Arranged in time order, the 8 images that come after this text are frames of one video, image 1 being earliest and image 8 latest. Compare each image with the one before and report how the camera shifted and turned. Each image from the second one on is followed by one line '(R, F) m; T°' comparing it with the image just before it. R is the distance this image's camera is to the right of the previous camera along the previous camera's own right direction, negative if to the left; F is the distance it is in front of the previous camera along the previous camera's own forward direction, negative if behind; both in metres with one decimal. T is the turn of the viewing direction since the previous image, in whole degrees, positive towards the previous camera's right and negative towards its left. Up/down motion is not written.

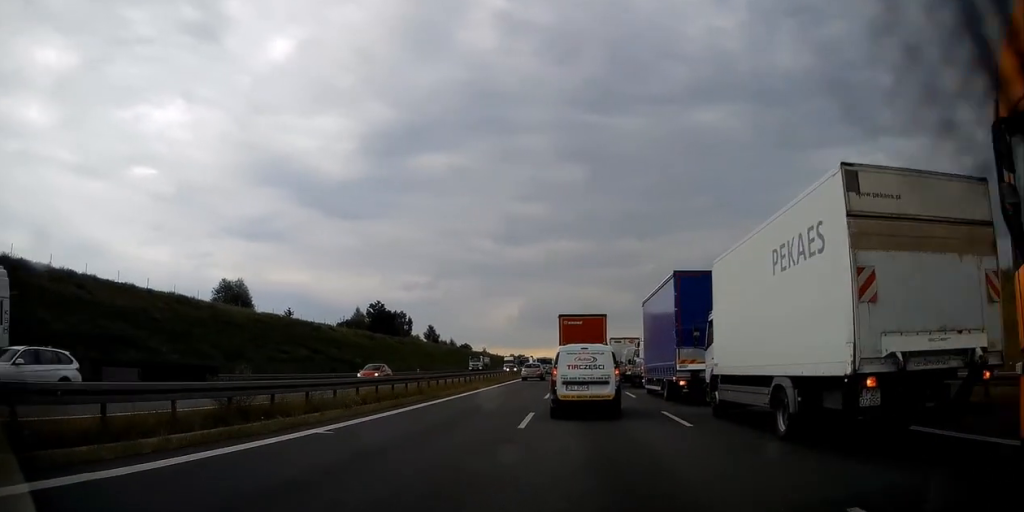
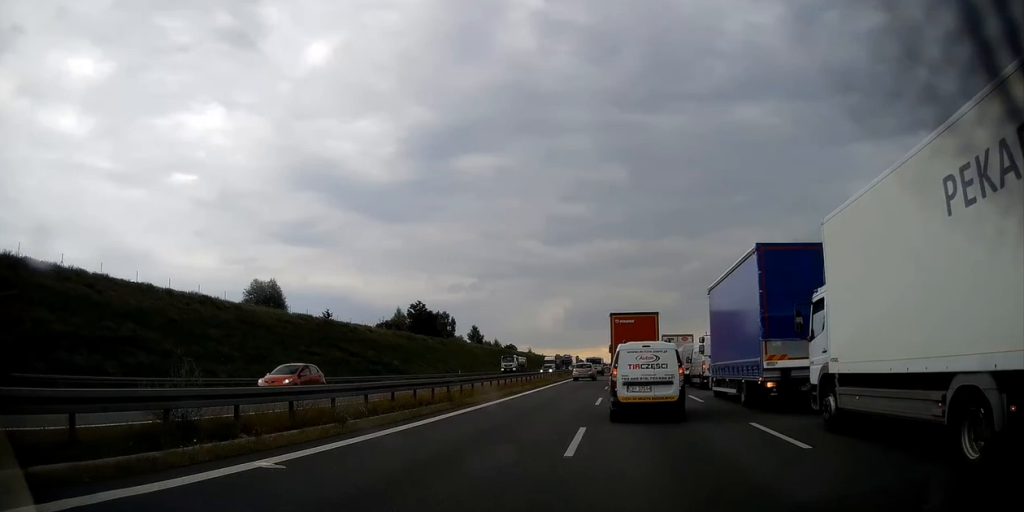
(-0.2, +4.3) m; -1°
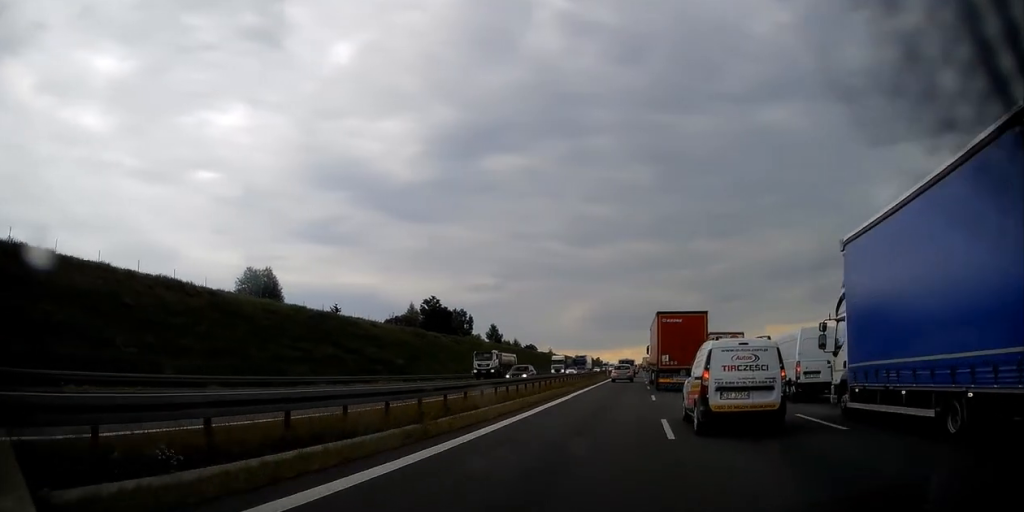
(-0.3, +9.7) m; -1°
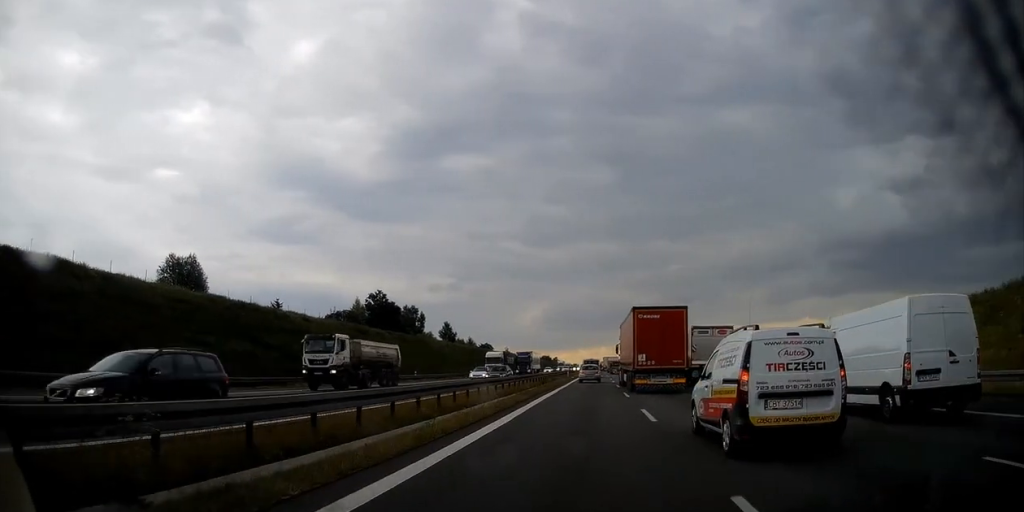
(+0.1, +9.0) m; +2°
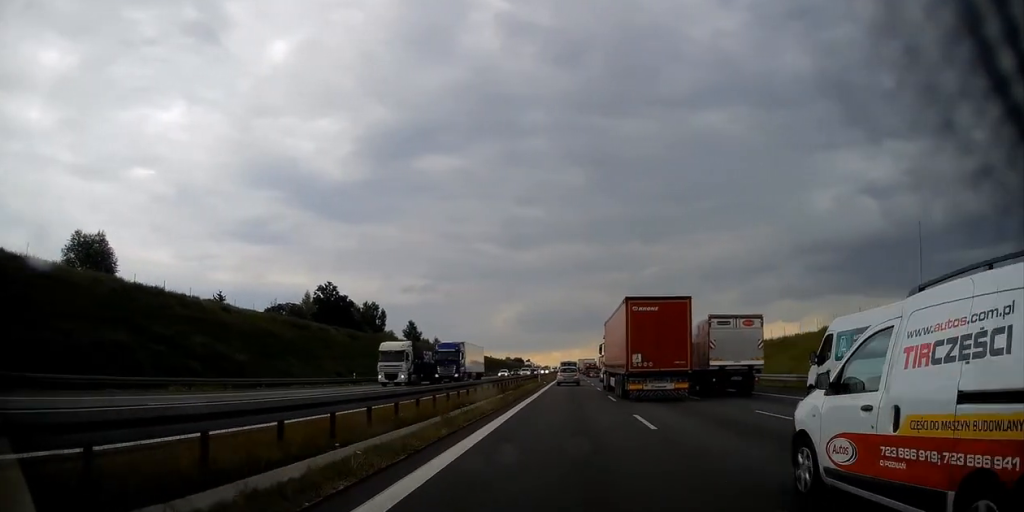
(+0.5, +12.1) m; +3°
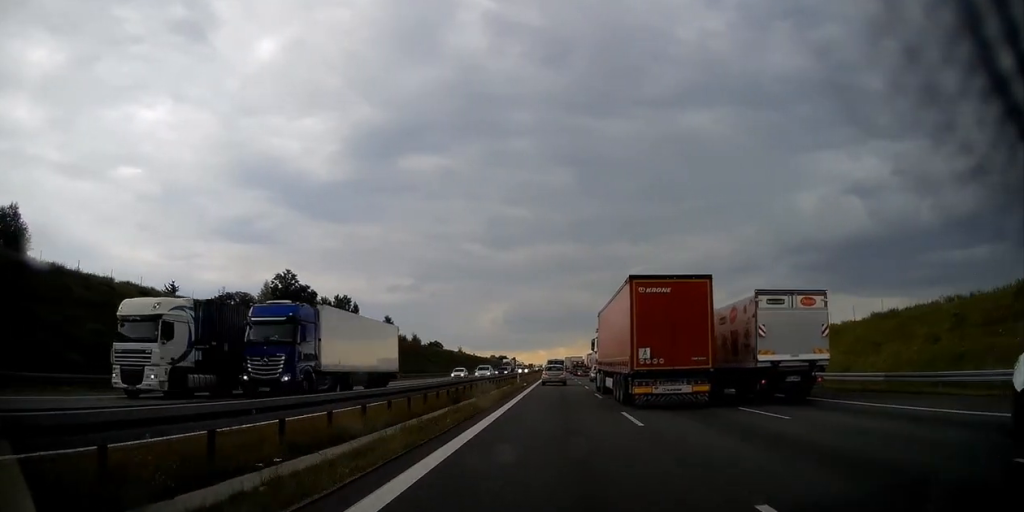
(+0.1, +8.9) m; +1°
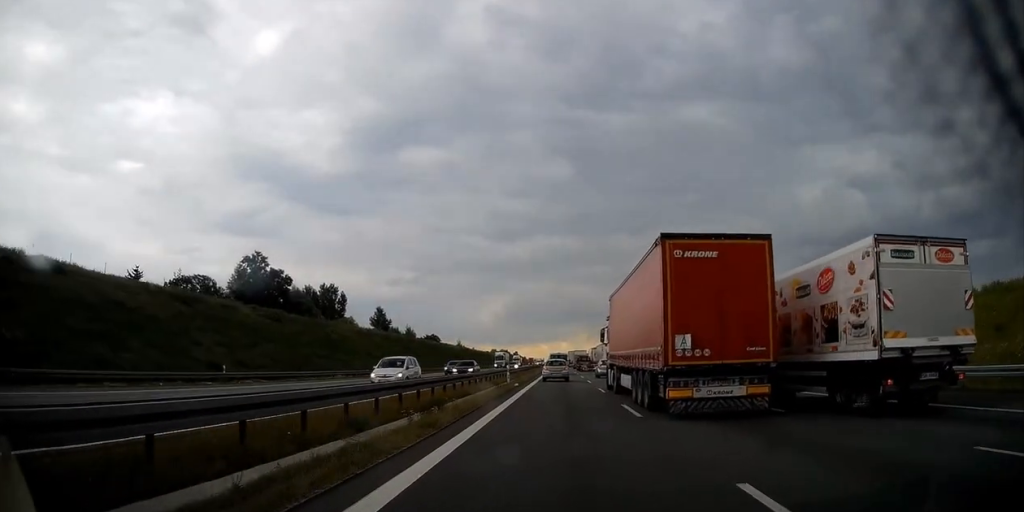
(0.0, +7.9) m; 0°
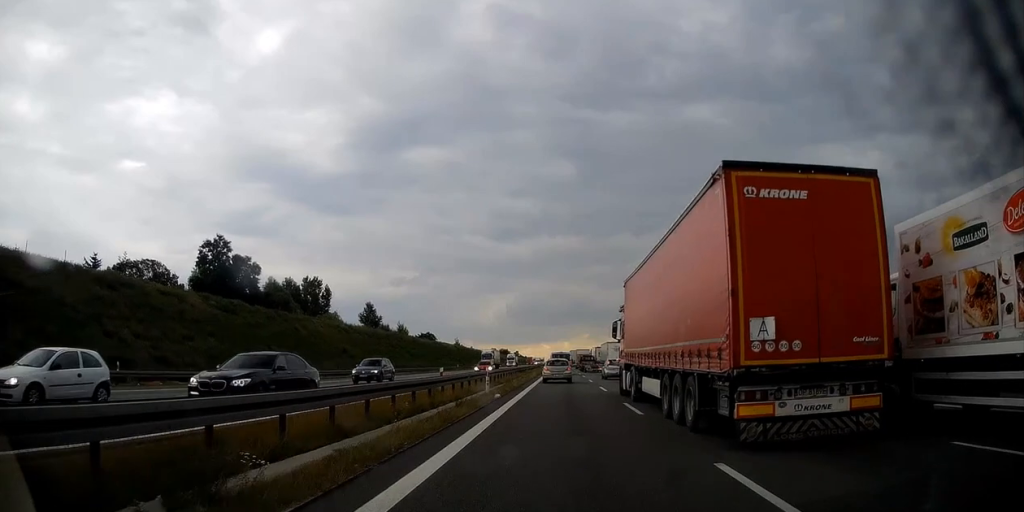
(0.0, +8.4) m; 0°
